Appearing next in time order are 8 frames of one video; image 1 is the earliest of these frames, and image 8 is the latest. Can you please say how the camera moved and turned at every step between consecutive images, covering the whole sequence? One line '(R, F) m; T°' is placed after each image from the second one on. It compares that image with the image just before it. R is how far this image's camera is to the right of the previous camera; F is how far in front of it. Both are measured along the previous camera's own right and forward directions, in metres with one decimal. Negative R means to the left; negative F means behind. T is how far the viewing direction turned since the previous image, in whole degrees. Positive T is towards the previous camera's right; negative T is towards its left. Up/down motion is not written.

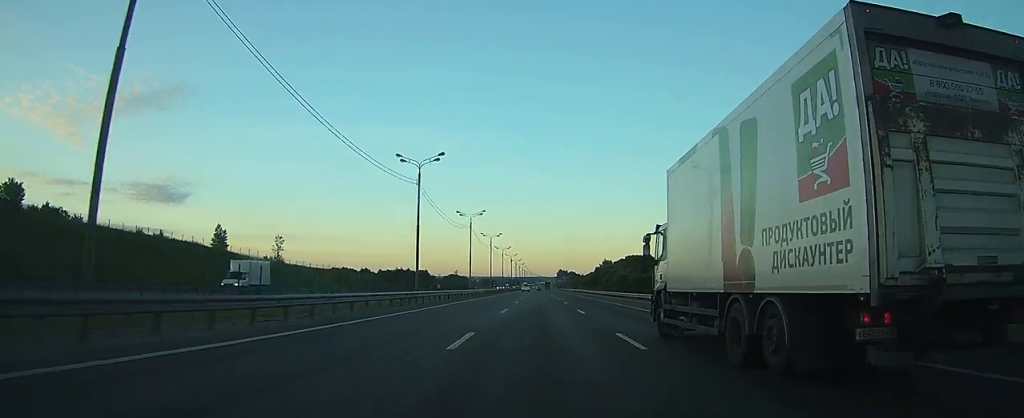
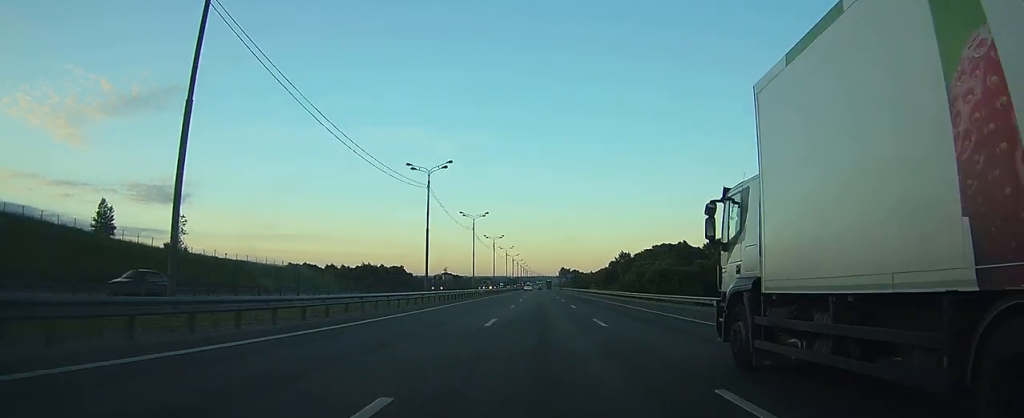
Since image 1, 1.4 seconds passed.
(+0.1, +40.9) m; 0°
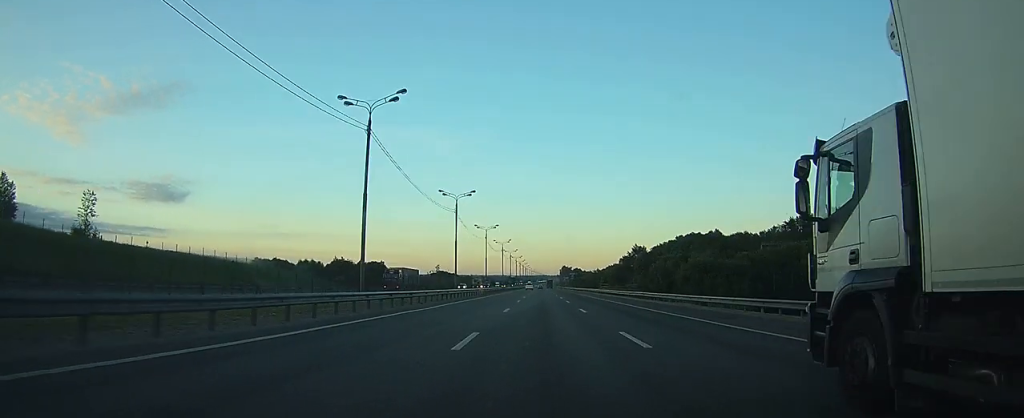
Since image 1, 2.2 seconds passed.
(0.0, +23.2) m; 0°
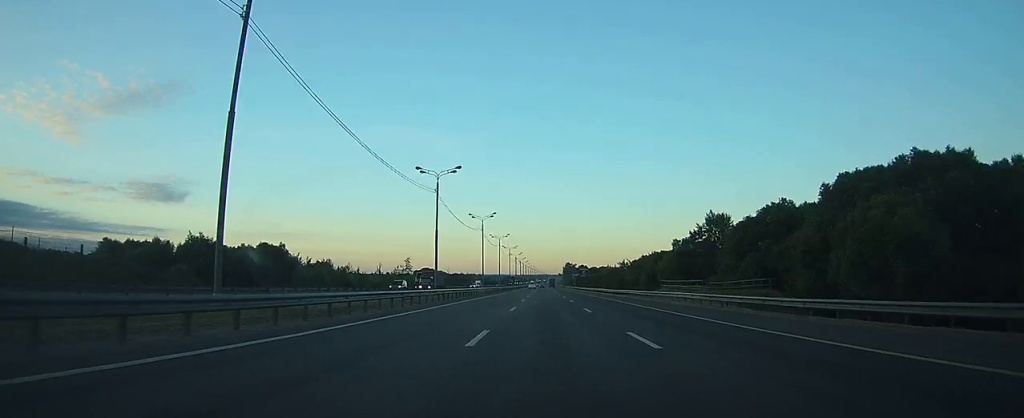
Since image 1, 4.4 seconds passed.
(-0.4, +63.0) m; 0°
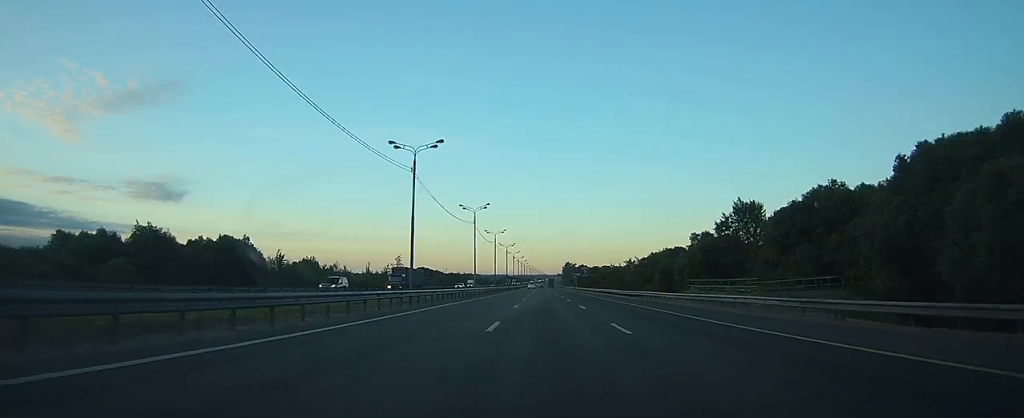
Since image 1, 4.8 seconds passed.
(0.0, +12.3) m; 0°
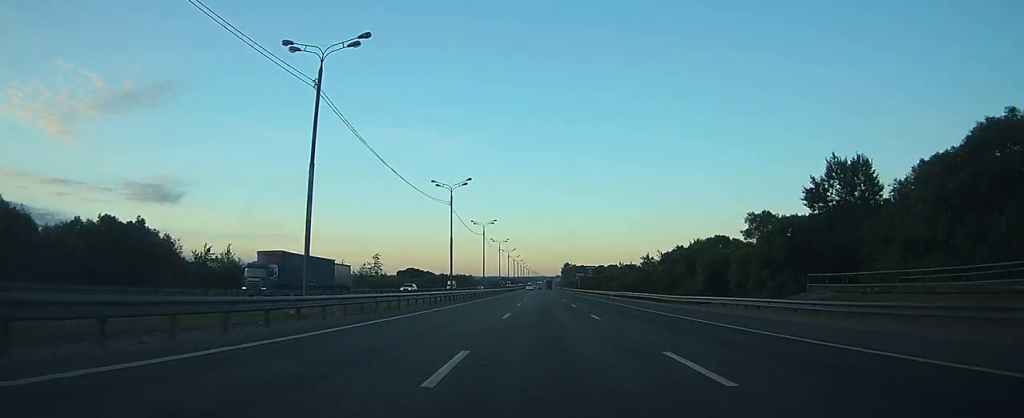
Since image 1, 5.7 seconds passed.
(0.0, +24.5) m; 0°
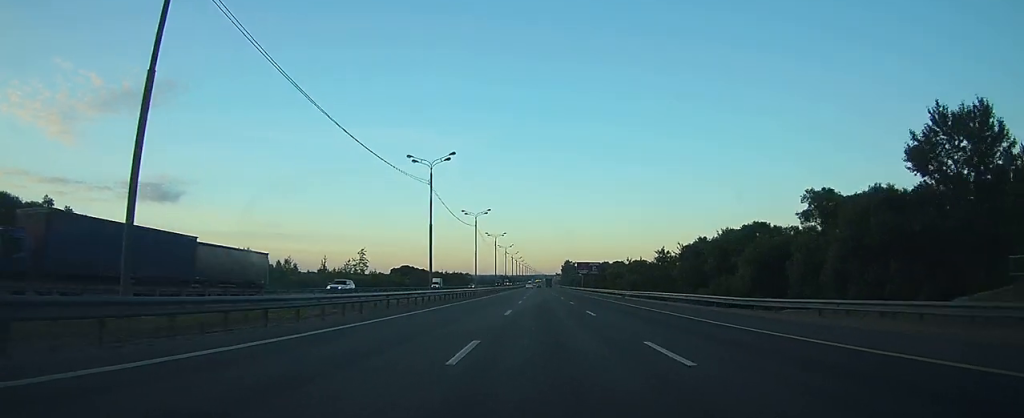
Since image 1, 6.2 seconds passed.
(0.0, +14.1) m; 0°
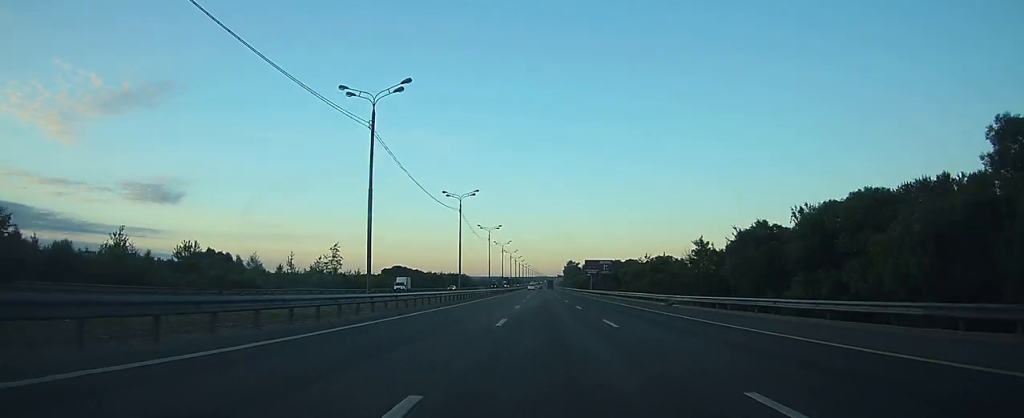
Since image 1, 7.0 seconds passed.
(0.0, +22.5) m; 0°
